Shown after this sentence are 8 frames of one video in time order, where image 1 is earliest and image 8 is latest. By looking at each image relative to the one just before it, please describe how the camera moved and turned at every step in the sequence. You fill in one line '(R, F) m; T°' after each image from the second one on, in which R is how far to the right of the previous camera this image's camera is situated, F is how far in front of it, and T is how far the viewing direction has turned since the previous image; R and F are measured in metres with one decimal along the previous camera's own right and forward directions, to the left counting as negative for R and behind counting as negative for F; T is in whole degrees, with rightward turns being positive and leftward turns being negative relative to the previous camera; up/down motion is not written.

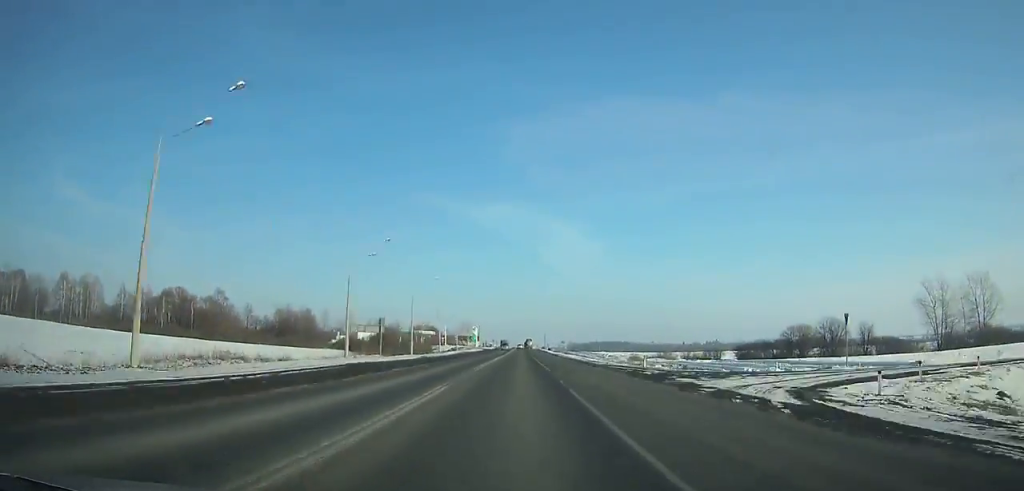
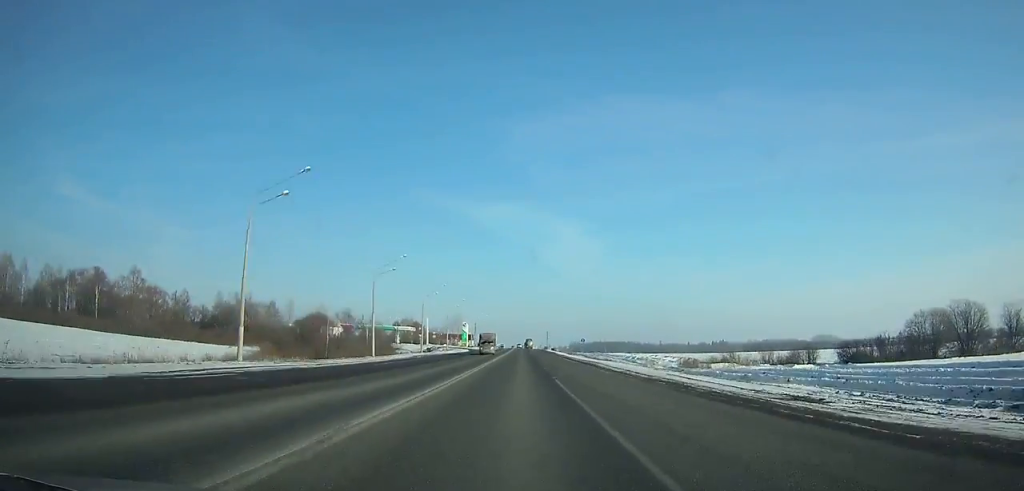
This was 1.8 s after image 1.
(0.0, +48.9) m; 0°
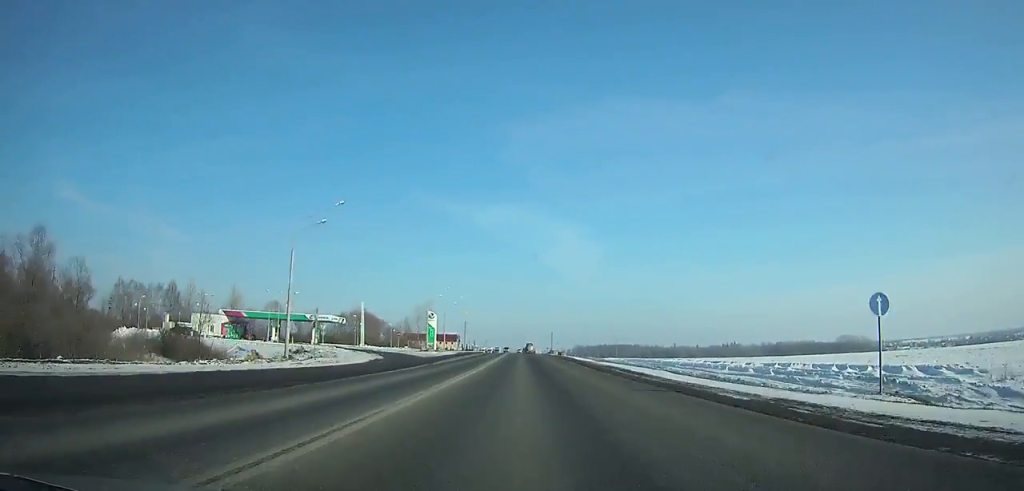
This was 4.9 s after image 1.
(+0.1, +84.0) m; 0°
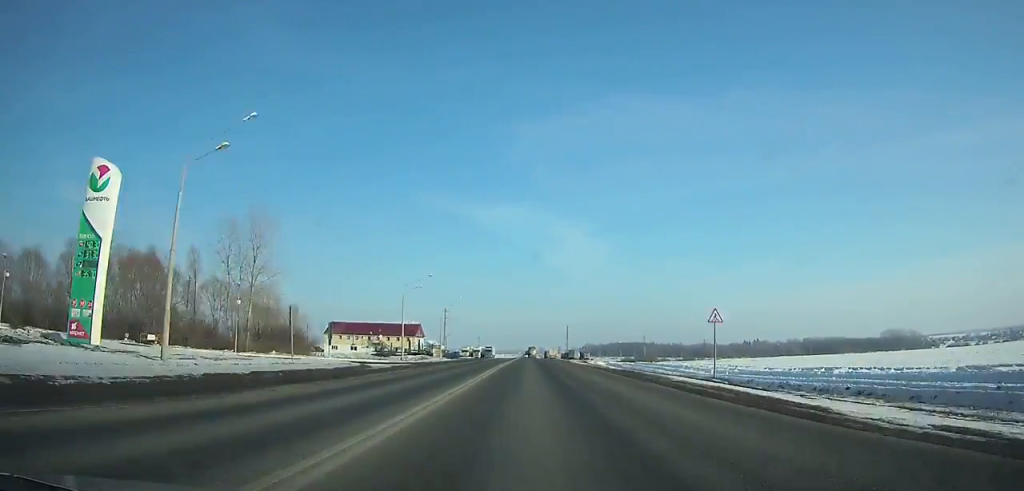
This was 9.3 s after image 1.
(-0.1, +118.4) m; 0°
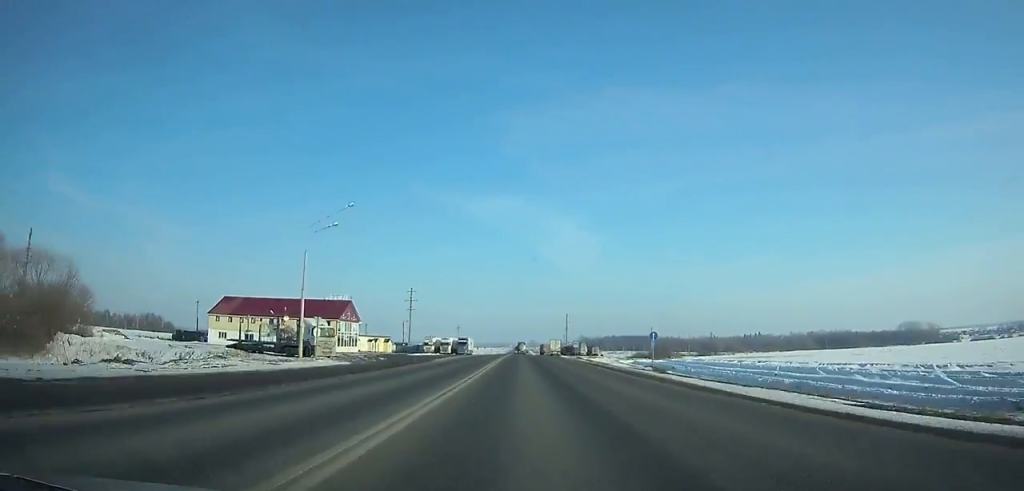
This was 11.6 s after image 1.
(+0.1, +61.2) m; 0°
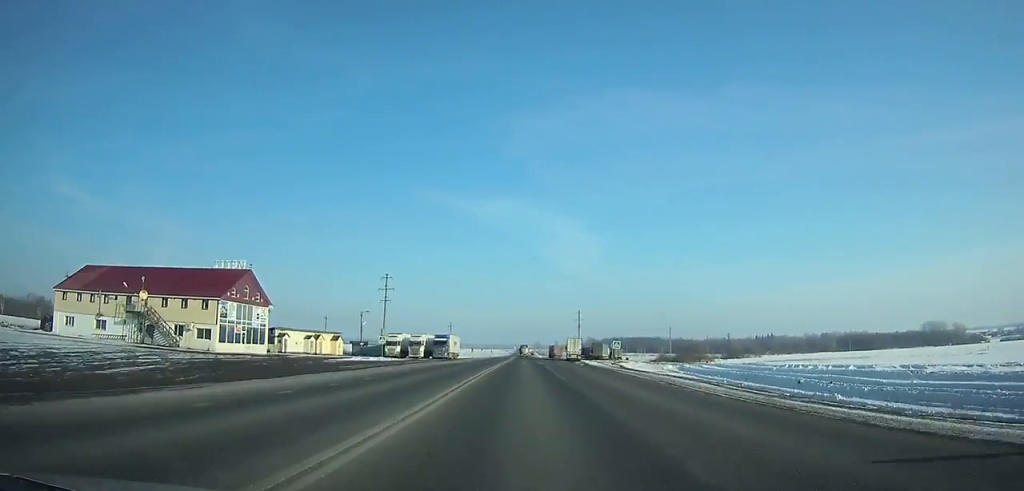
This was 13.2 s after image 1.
(0.0, +42.4) m; 0°
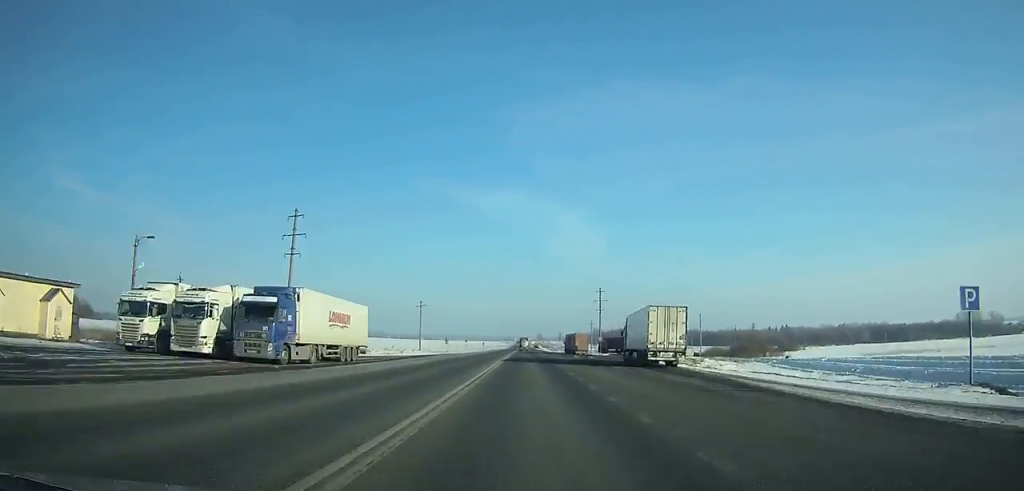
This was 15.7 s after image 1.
(0.0, +65.6) m; 0°
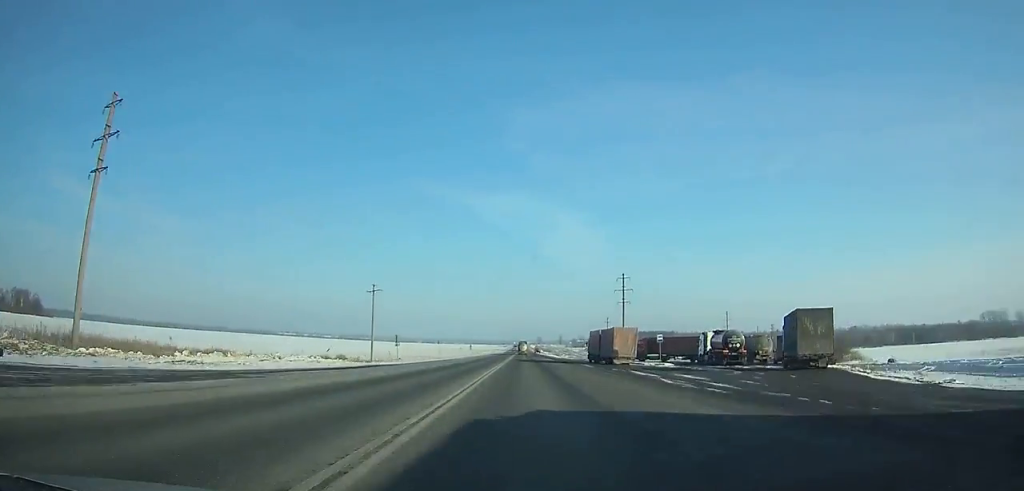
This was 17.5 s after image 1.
(-0.2, +46.8) m; 0°
